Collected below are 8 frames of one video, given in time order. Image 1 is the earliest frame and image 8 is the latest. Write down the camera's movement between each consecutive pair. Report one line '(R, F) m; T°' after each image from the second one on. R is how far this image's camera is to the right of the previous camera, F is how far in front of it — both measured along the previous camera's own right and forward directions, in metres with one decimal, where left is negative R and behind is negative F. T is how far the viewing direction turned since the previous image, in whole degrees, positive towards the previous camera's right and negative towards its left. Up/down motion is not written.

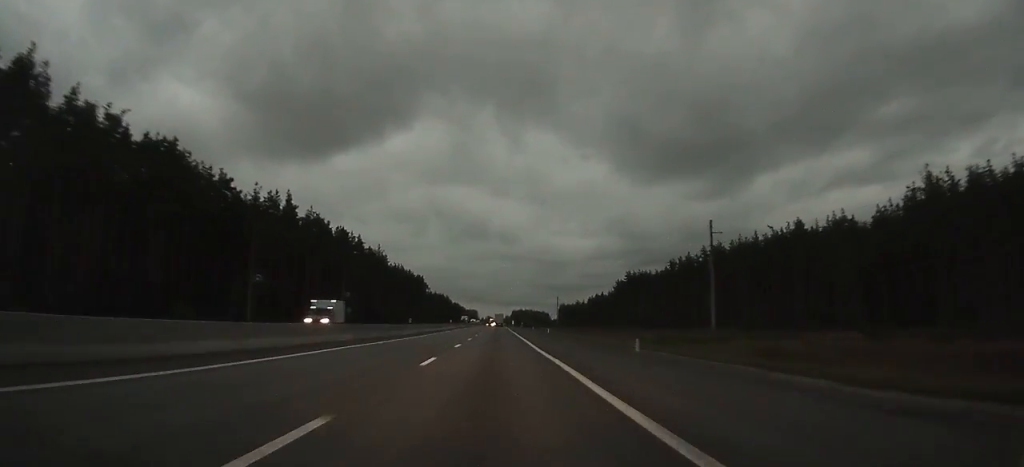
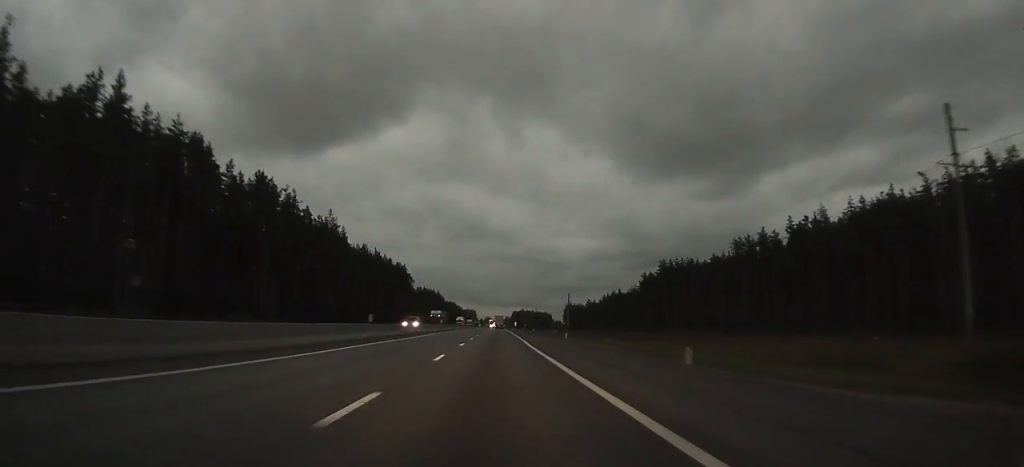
(0.0, +56.6) m; 0°
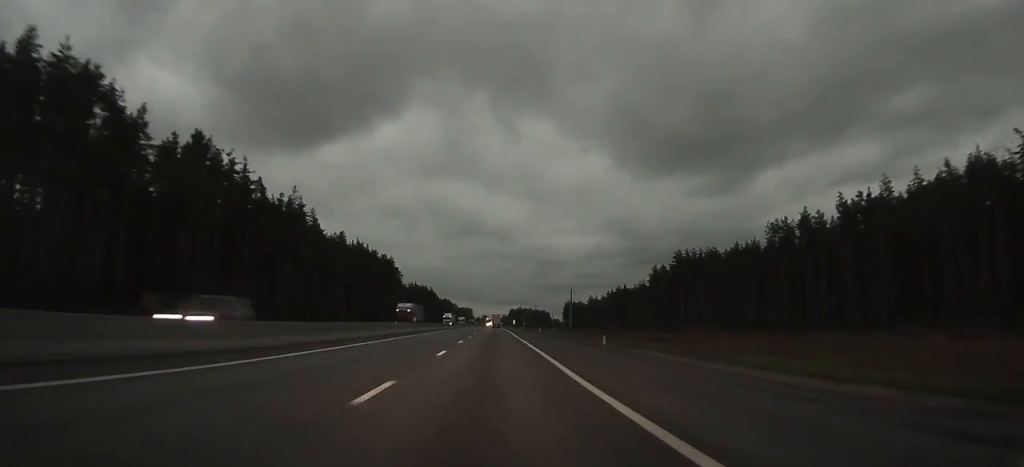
(0.0, +22.1) m; 0°
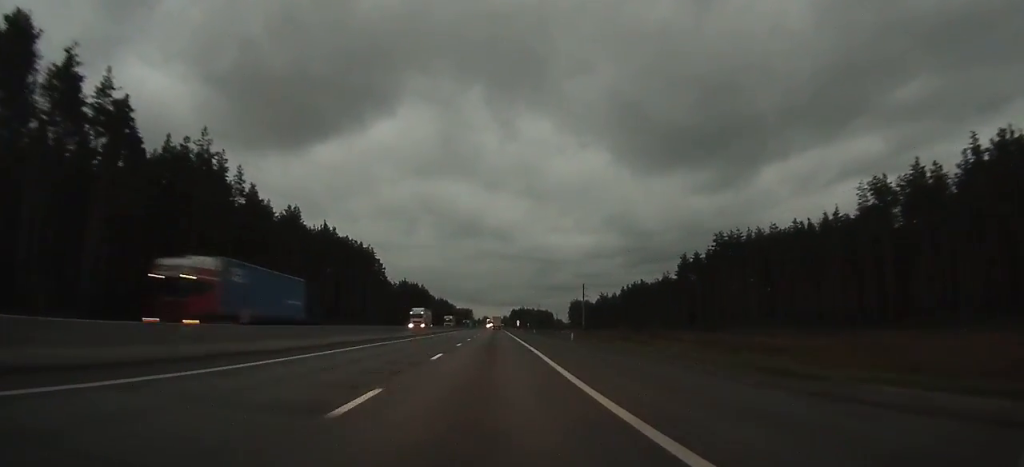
(+0.1, +36.5) m; 0°
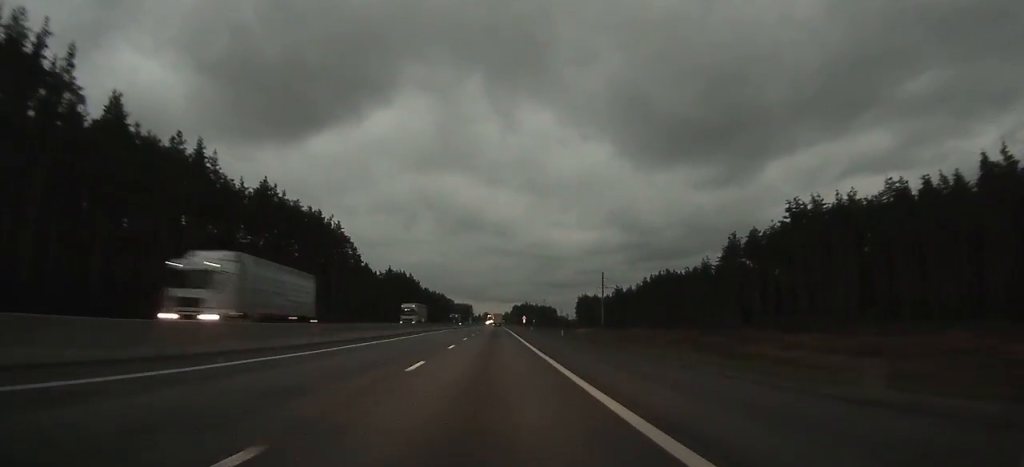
(0.0, +41.3) m; 0°
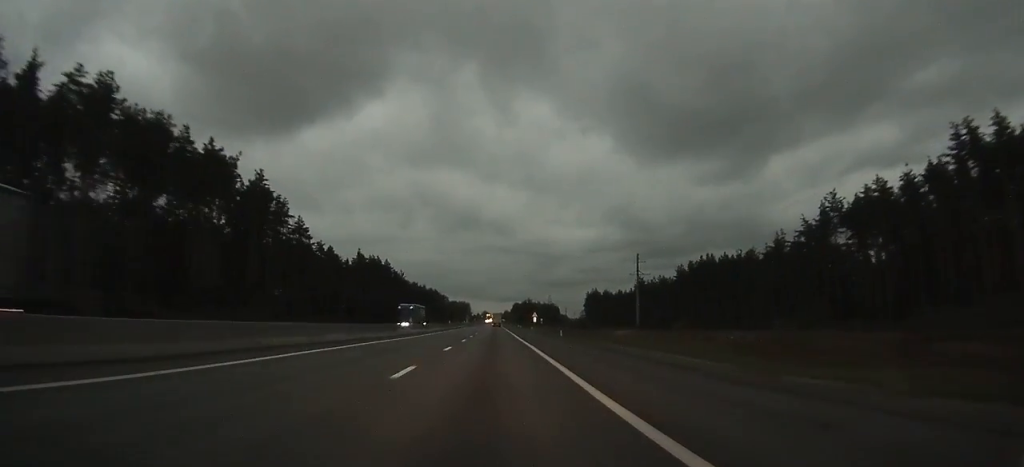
(0.0, +50.4) m; 0°
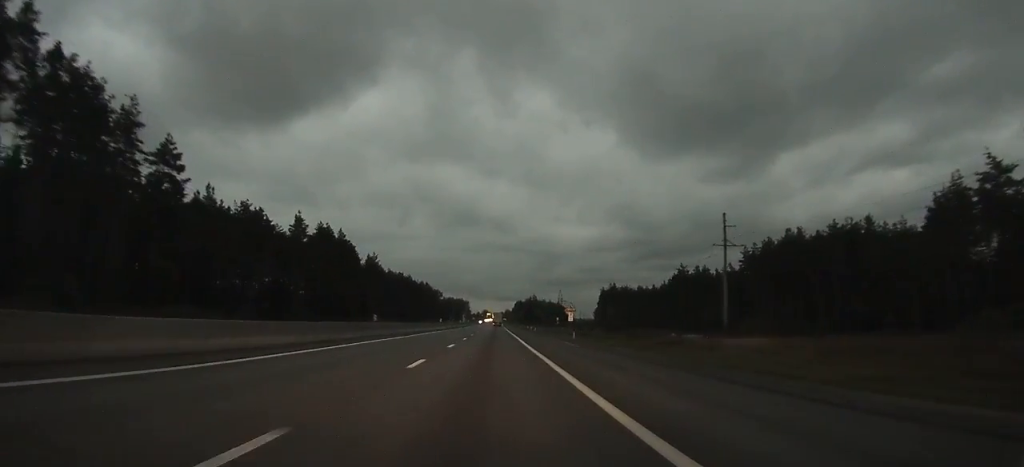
(+0.1, +57.7) m; 0°
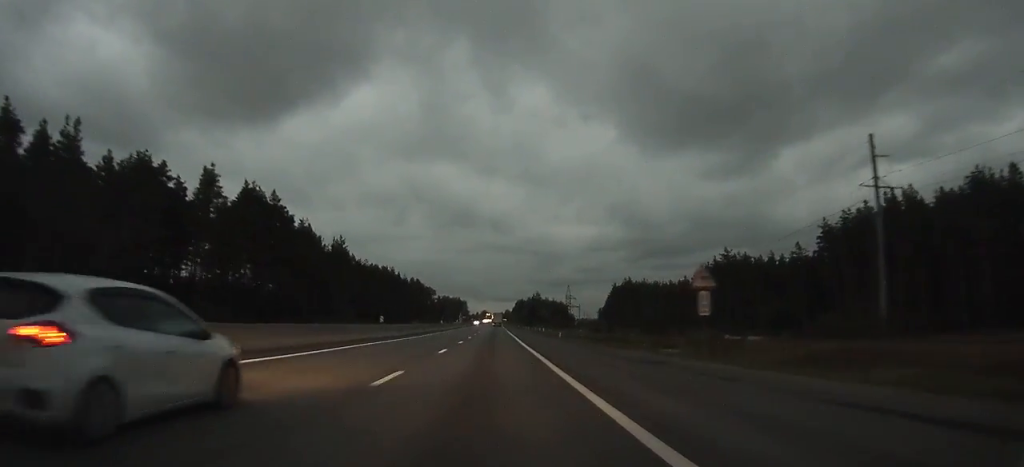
(0.0, +40.2) m; 0°
